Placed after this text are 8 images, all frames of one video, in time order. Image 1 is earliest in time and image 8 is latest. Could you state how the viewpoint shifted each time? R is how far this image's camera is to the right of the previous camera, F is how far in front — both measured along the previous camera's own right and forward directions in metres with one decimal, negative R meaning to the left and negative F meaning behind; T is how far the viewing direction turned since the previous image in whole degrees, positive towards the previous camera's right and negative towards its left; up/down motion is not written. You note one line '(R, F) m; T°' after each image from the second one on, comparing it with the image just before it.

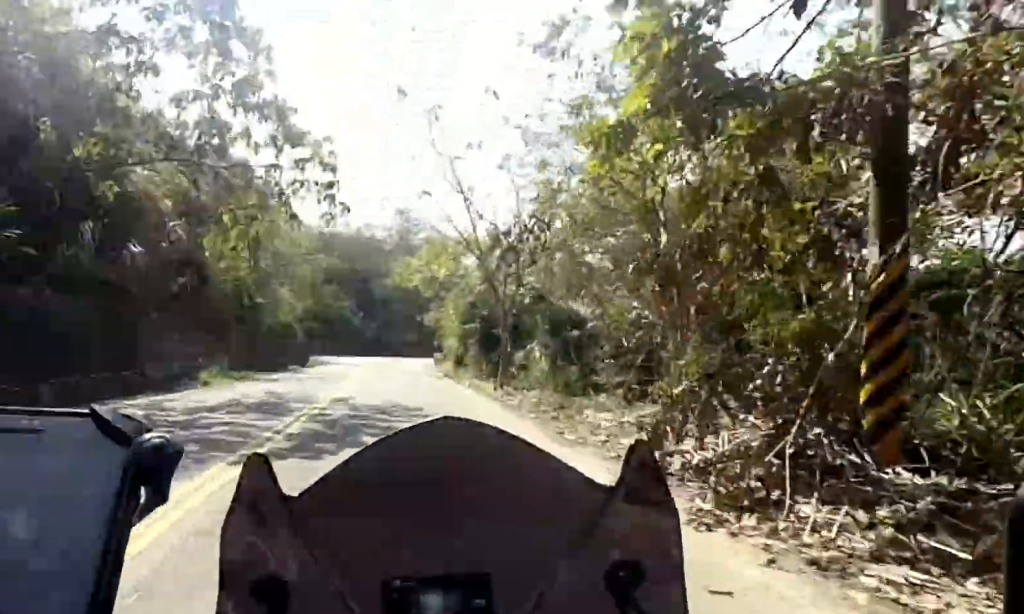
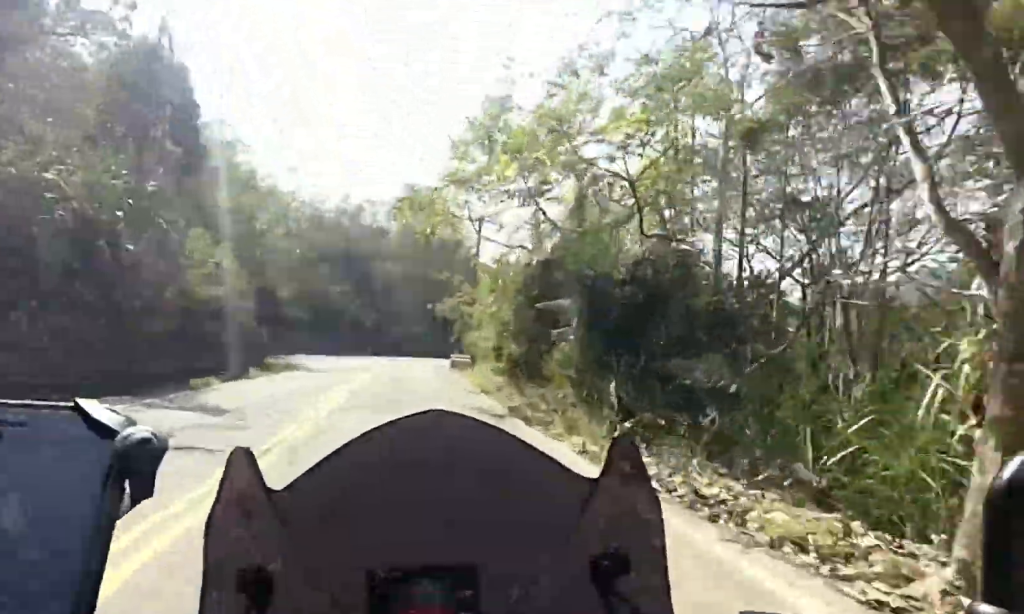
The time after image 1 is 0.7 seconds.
(0.0, +13.5) m; +1°
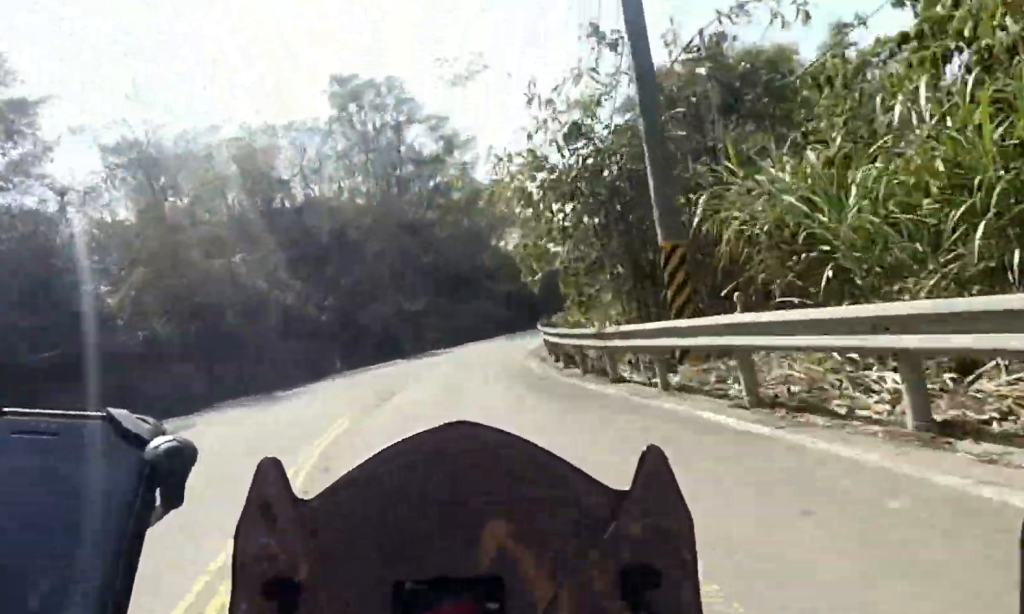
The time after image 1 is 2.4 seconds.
(+0.4, +28.8) m; +3°
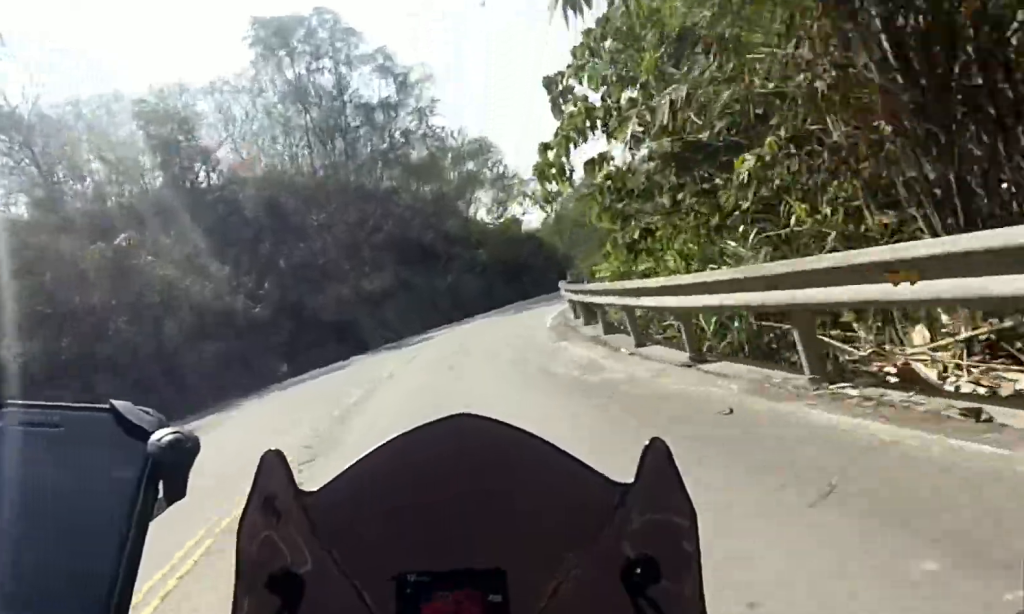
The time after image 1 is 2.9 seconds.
(-0.3, +7.9) m; +3°
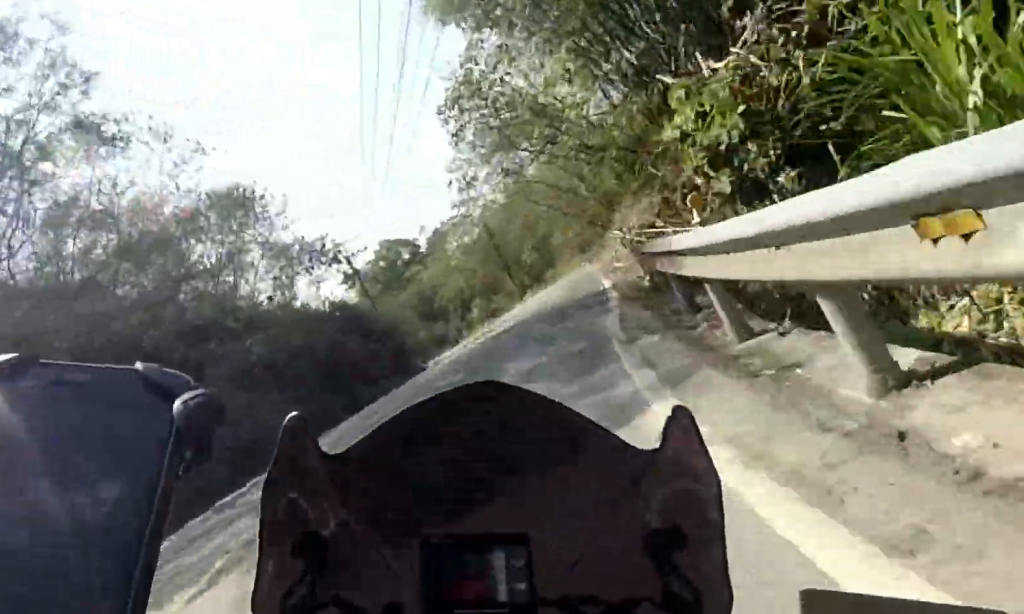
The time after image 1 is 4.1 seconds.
(+2.1, +19.3) m; +14°
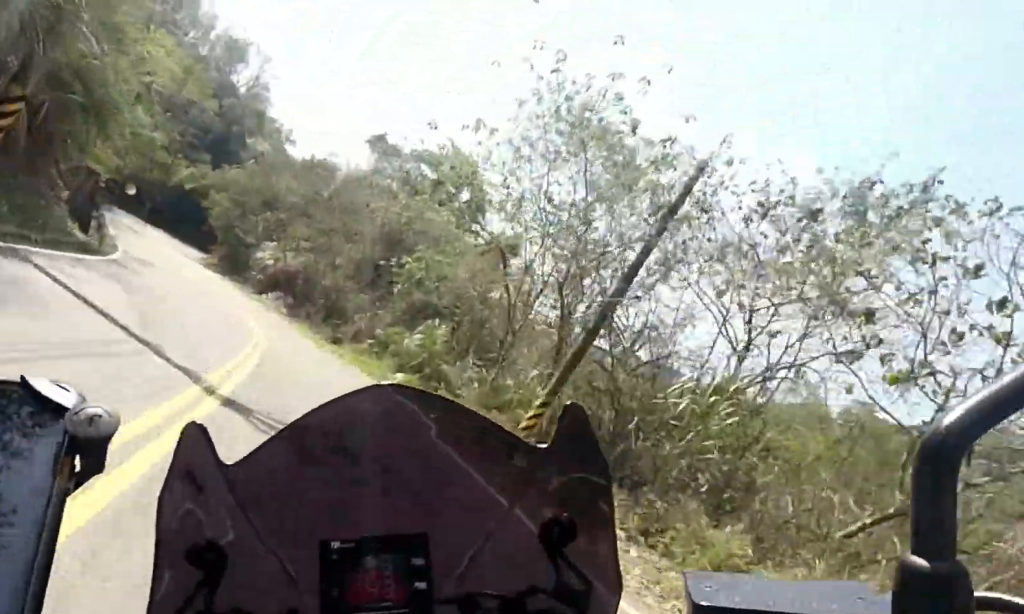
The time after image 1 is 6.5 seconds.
(+2.2, +37.7) m; -8°
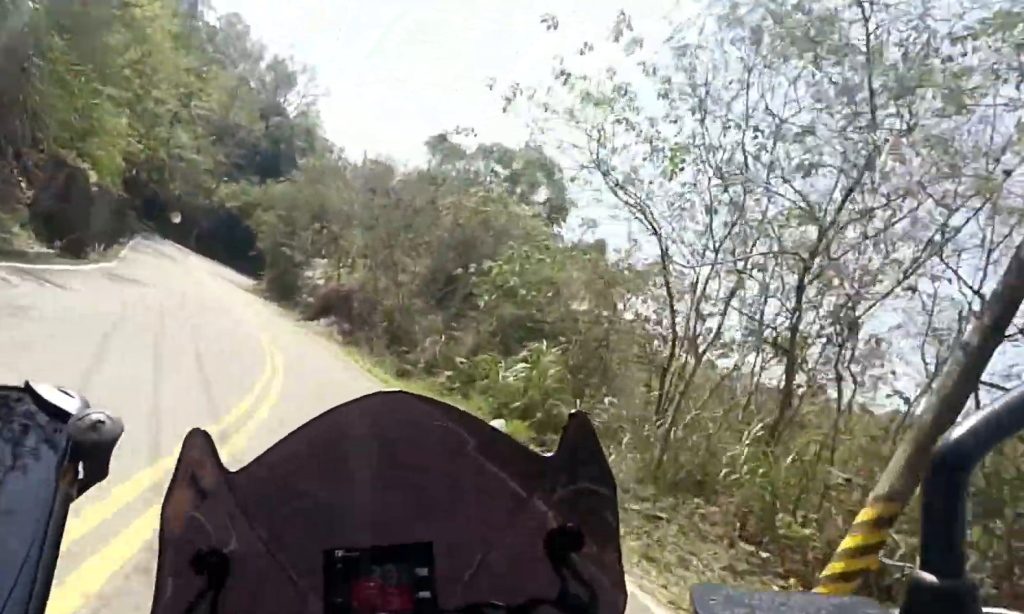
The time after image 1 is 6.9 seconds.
(-0.1, +6.2) m; -5°
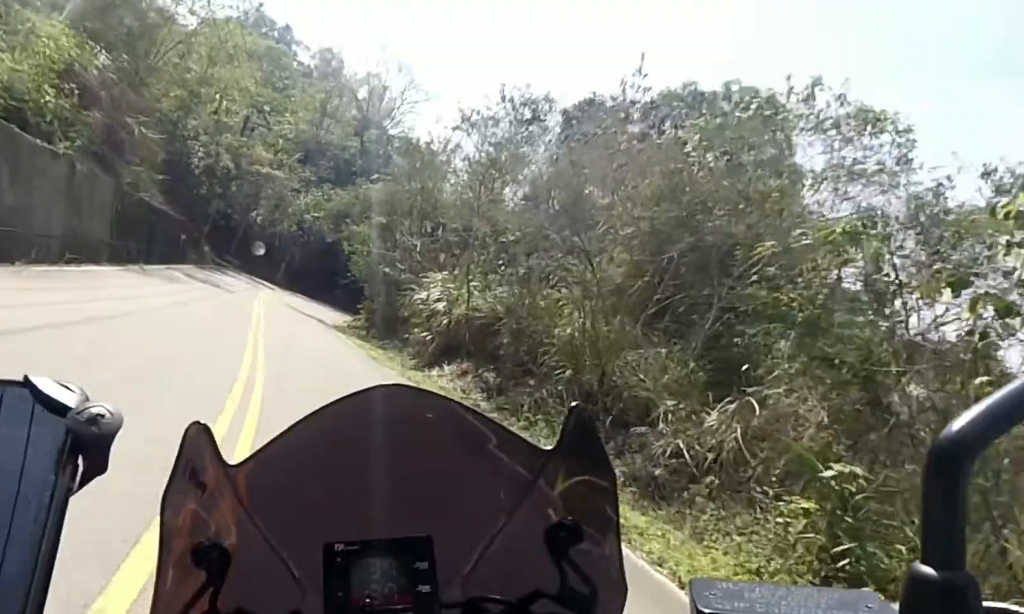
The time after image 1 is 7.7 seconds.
(-1.1, +11.6) m; -4°
